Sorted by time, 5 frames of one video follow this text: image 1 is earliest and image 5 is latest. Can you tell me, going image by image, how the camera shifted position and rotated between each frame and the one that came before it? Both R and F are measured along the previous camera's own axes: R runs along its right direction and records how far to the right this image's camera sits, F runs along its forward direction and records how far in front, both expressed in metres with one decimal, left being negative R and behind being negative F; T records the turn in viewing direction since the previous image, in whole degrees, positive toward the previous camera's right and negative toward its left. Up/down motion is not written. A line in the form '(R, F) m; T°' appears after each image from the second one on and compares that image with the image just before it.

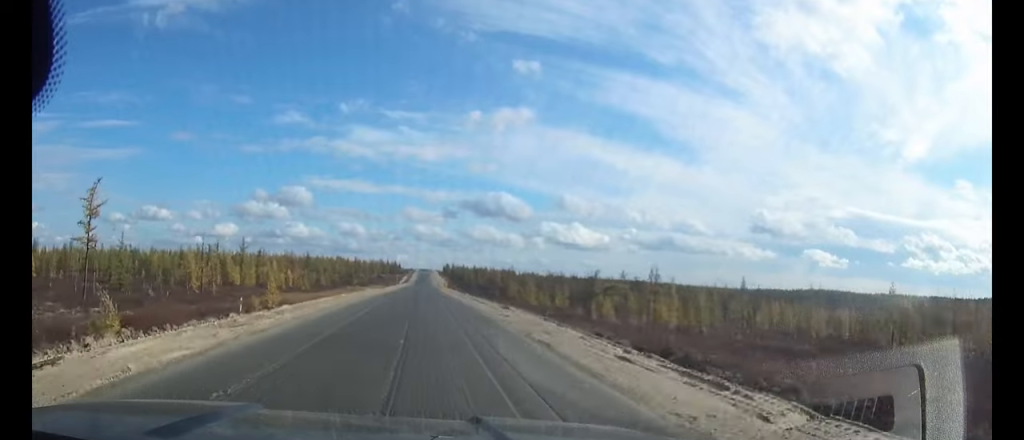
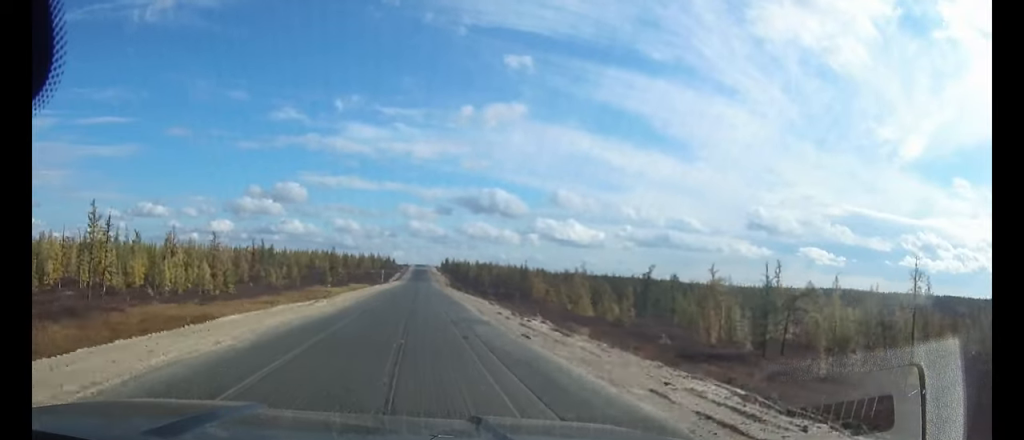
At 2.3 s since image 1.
(+0.1, +43.8) m; 0°
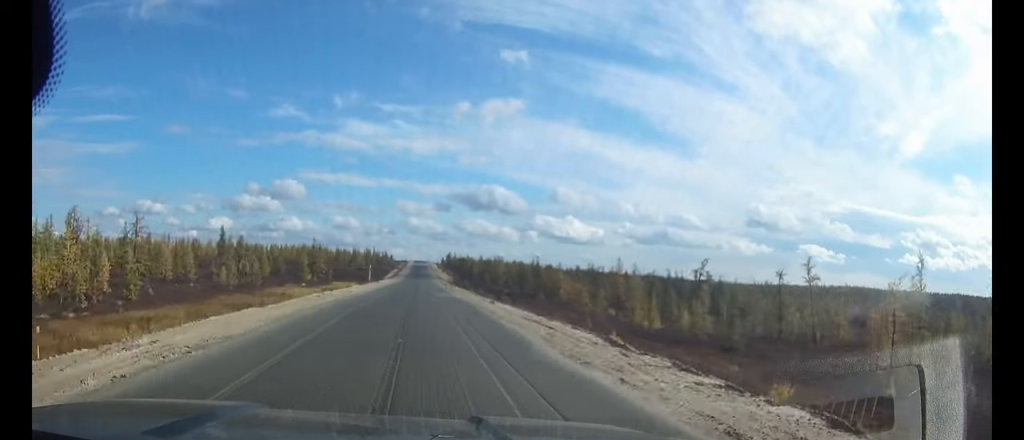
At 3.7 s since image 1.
(0.0, +26.2) m; 0°
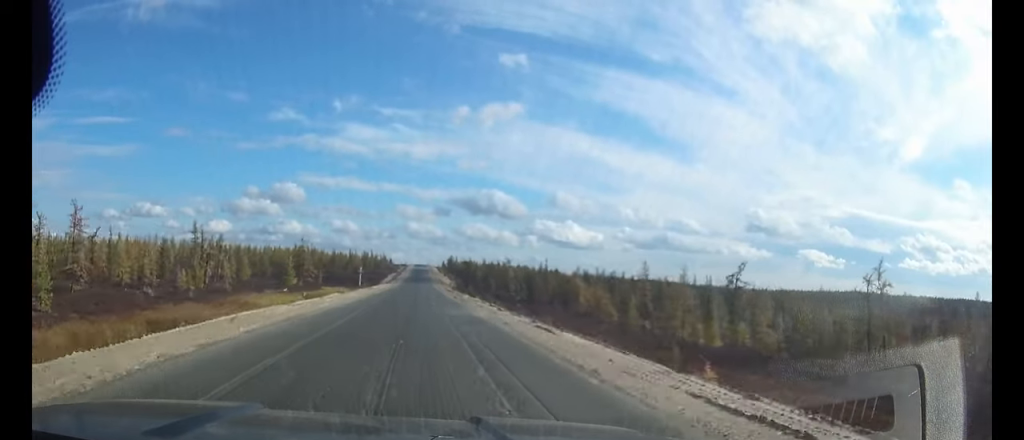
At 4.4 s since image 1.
(0.0, +13.6) m; 0°
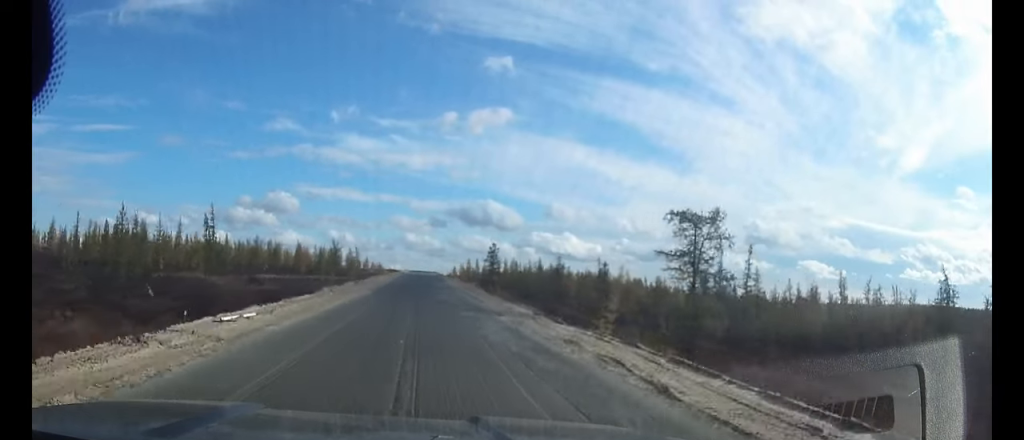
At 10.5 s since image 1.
(-0.3, +122.6) m; 0°
